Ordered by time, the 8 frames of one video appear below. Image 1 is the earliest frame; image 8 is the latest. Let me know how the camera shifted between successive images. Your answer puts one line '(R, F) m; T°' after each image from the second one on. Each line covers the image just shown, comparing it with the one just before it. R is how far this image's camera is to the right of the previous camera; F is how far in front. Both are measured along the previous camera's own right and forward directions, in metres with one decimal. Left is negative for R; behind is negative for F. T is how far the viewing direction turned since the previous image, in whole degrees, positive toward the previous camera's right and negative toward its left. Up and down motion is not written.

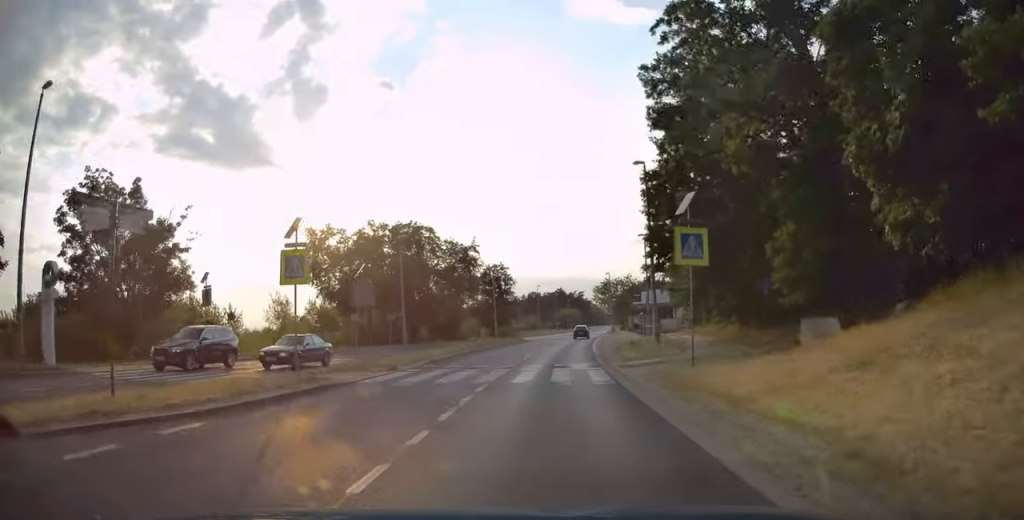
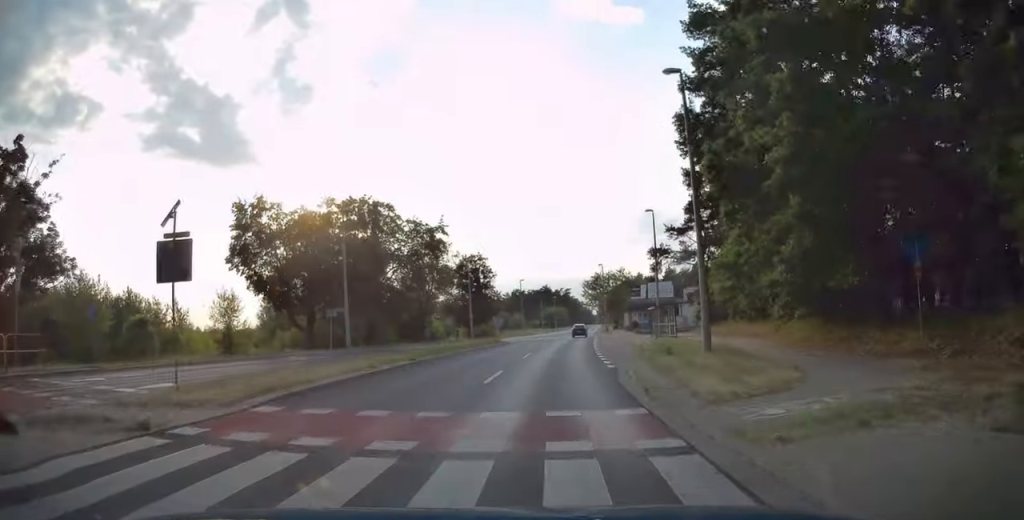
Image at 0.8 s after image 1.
(+0.2, +12.9) m; +2°
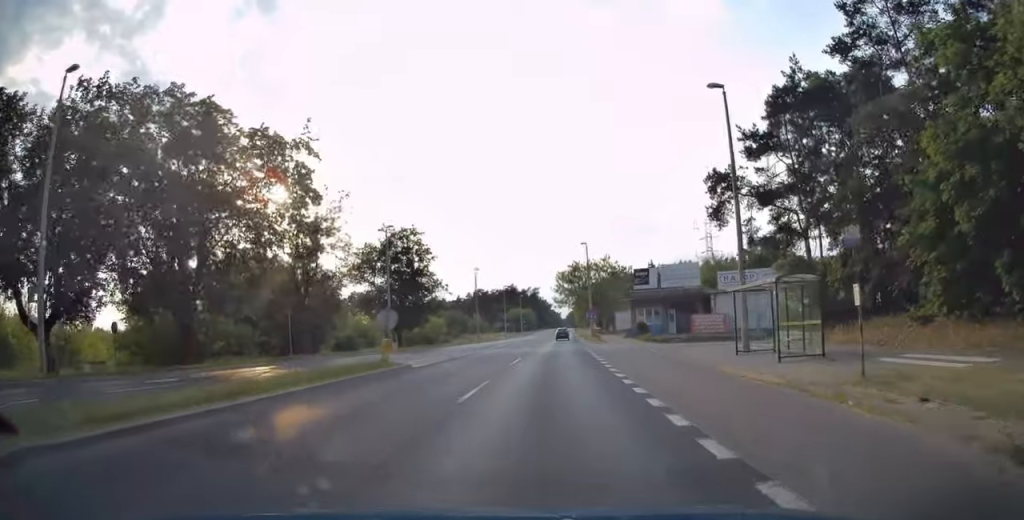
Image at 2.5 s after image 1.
(+0.6, +27.7) m; +2°
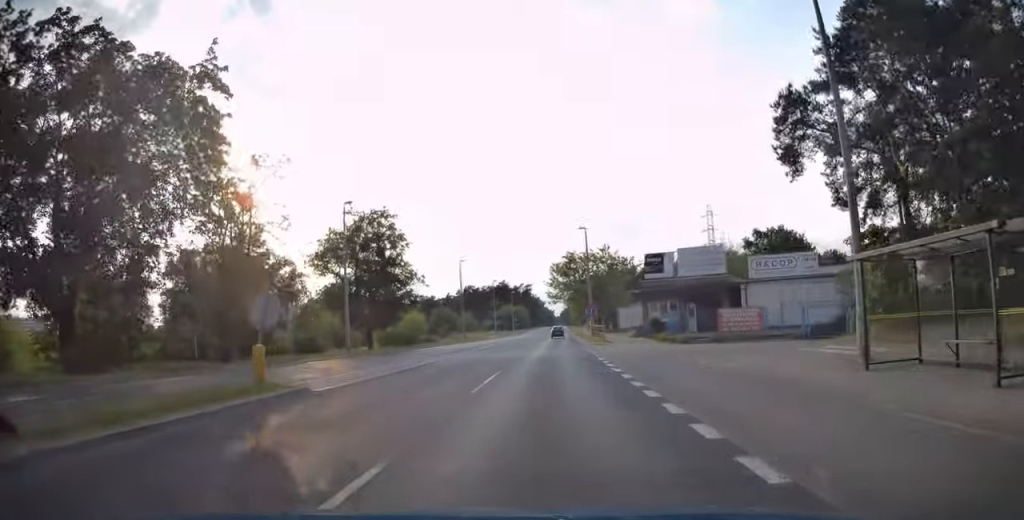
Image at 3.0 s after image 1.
(0.0, +9.3) m; 0°
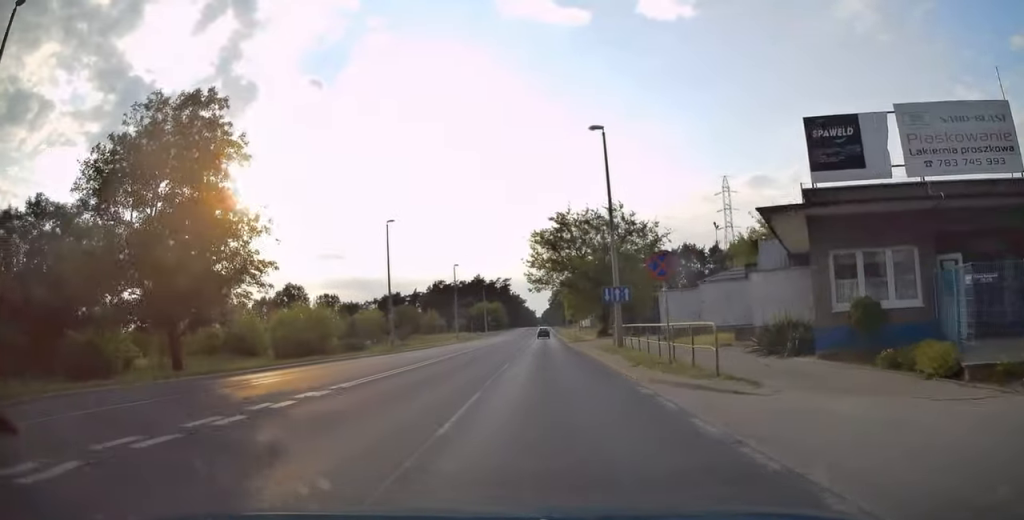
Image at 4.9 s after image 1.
(+0.6, +30.1) m; +2°
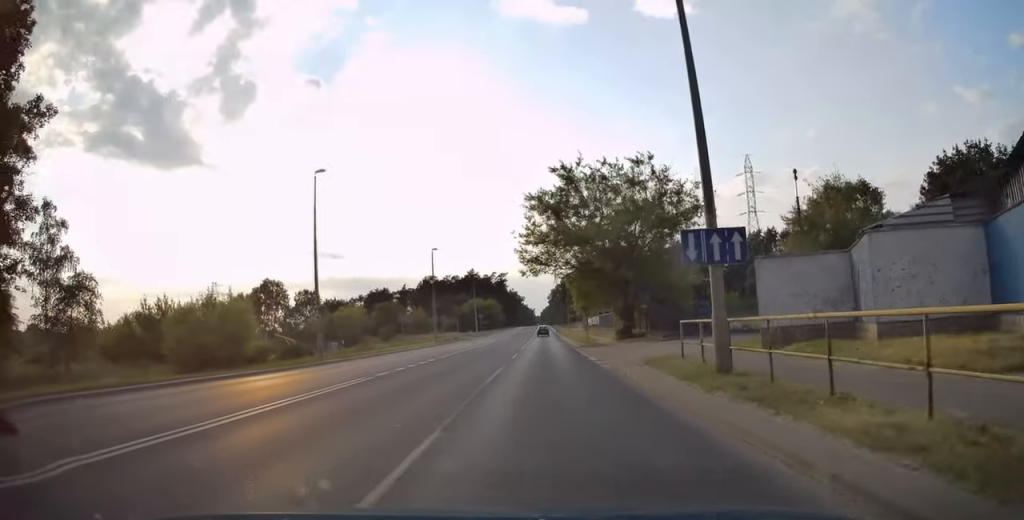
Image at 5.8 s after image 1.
(+0.2, +16.2) m; 0°
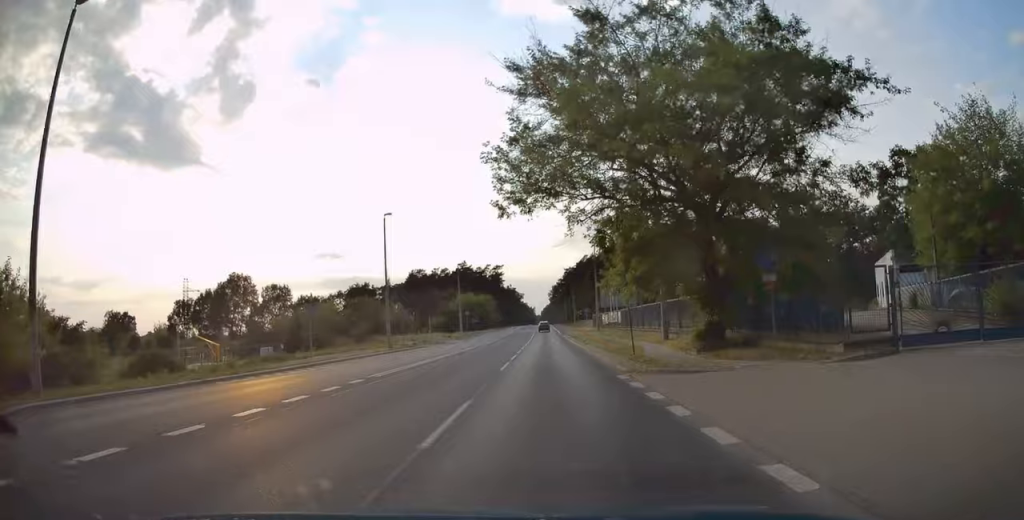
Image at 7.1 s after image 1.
(-0.1, +21.2) m; -1°
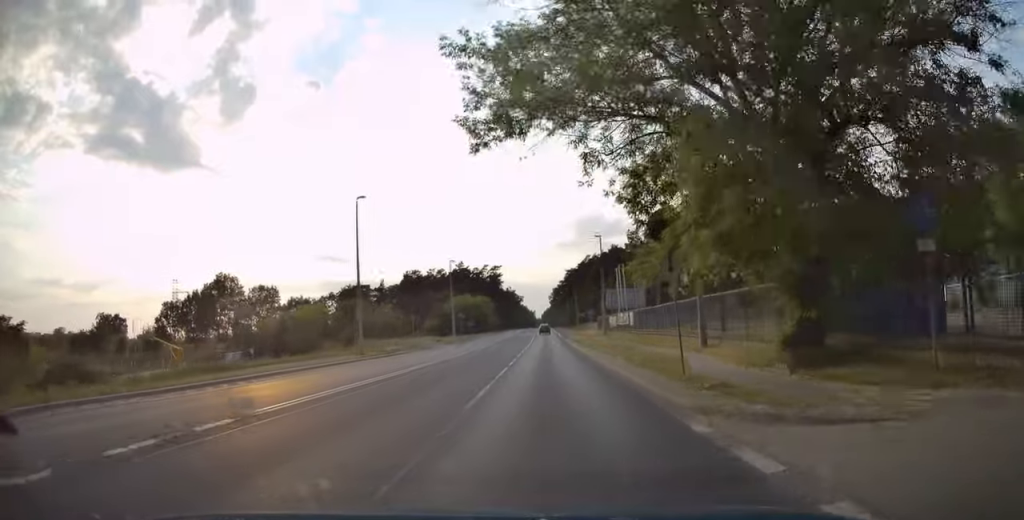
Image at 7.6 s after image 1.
(-0.1, +7.4) m; 0°
